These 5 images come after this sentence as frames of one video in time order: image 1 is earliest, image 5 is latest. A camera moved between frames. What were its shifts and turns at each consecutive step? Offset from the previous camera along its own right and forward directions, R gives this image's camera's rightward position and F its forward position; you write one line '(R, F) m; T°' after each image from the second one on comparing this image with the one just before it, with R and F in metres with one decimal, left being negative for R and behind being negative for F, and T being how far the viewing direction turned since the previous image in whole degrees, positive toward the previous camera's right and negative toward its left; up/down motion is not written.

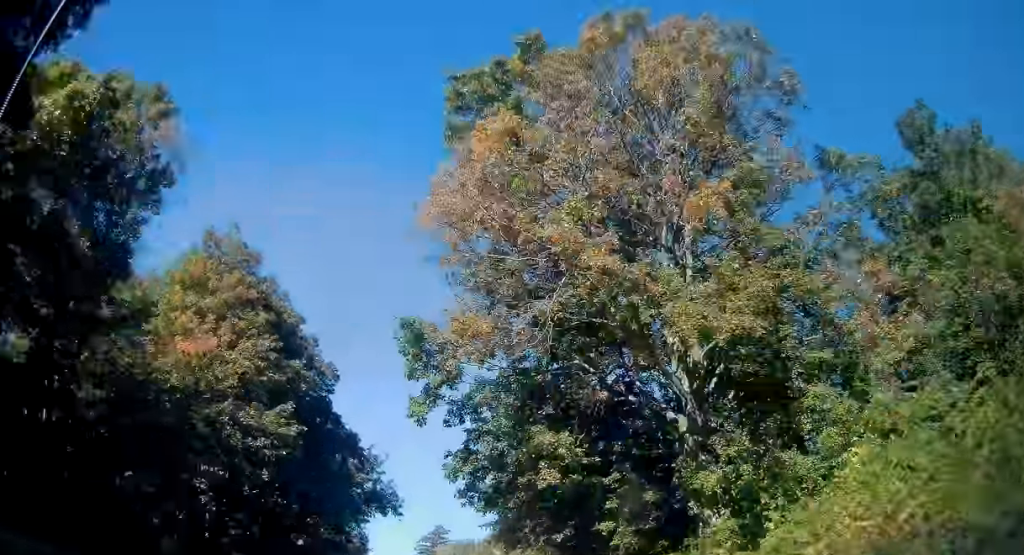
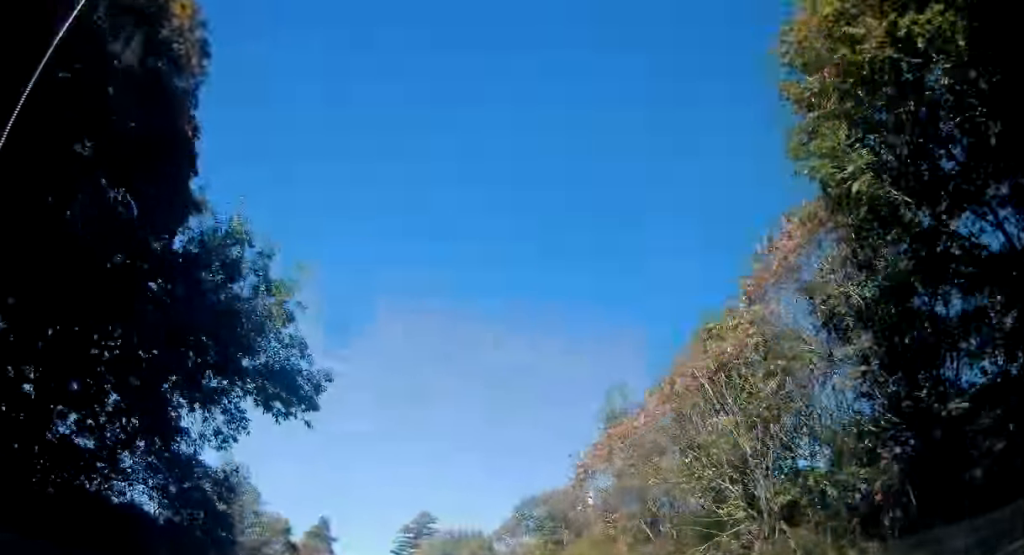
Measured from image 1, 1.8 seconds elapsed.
(+0.9, +28.2) m; +4°
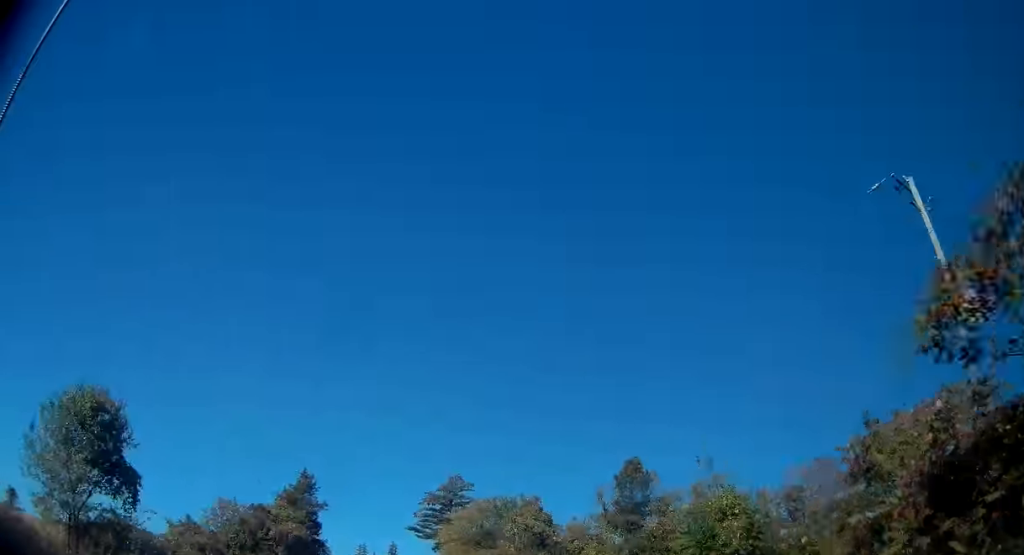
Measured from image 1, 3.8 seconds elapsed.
(-0.2, +31.6) m; -3°
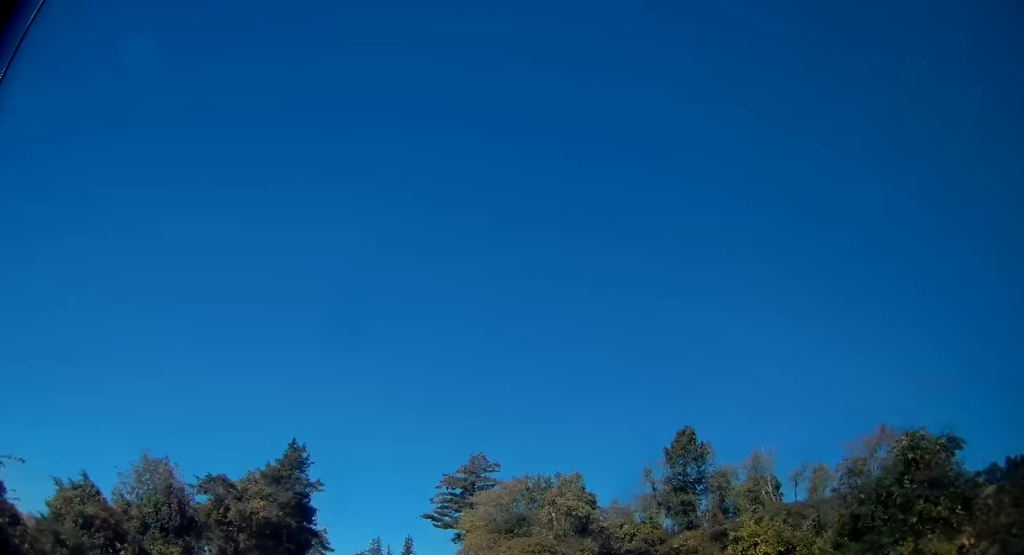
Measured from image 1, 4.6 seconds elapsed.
(-0.3, +12.8) m; -1°
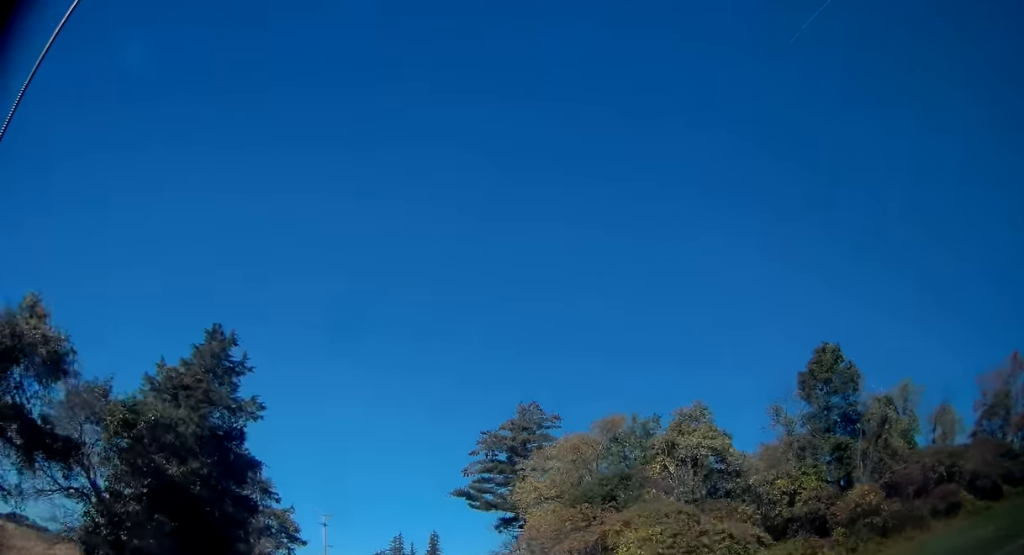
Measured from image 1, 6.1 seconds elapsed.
(-0.2, +24.6) m; -1°
